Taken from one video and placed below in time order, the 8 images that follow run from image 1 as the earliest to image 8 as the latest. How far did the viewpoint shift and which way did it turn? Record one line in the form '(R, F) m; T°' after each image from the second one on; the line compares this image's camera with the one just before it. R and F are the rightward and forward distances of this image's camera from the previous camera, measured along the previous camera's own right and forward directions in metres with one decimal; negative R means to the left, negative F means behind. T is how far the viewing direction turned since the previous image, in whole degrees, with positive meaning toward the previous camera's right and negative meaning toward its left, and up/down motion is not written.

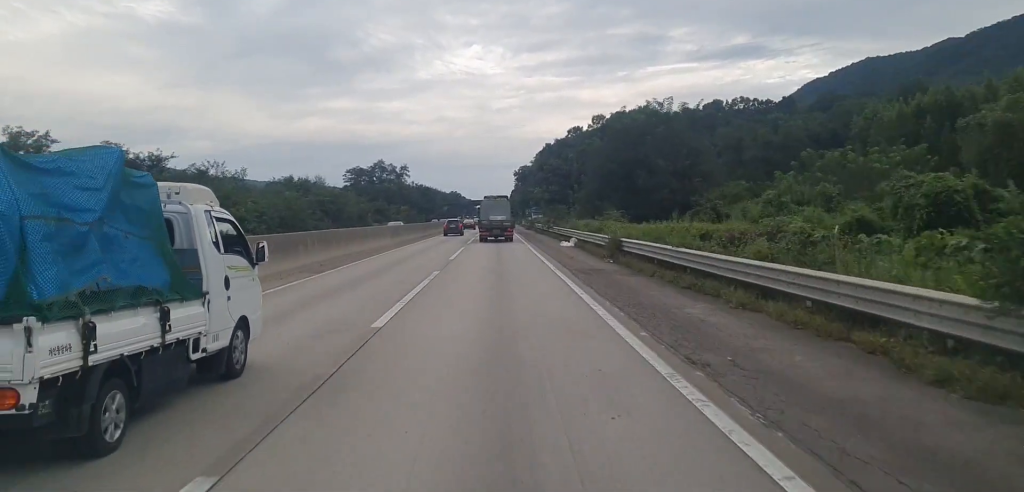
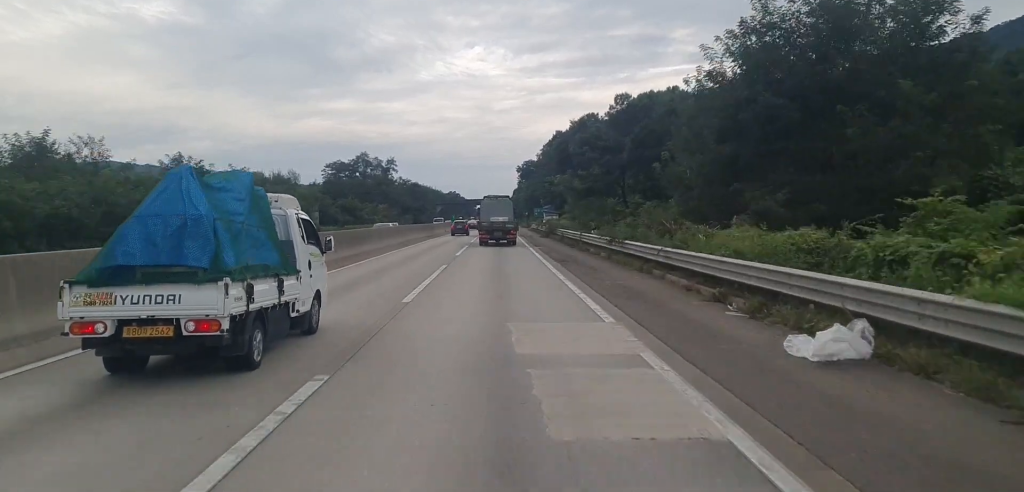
(+0.4, +35.3) m; +1°
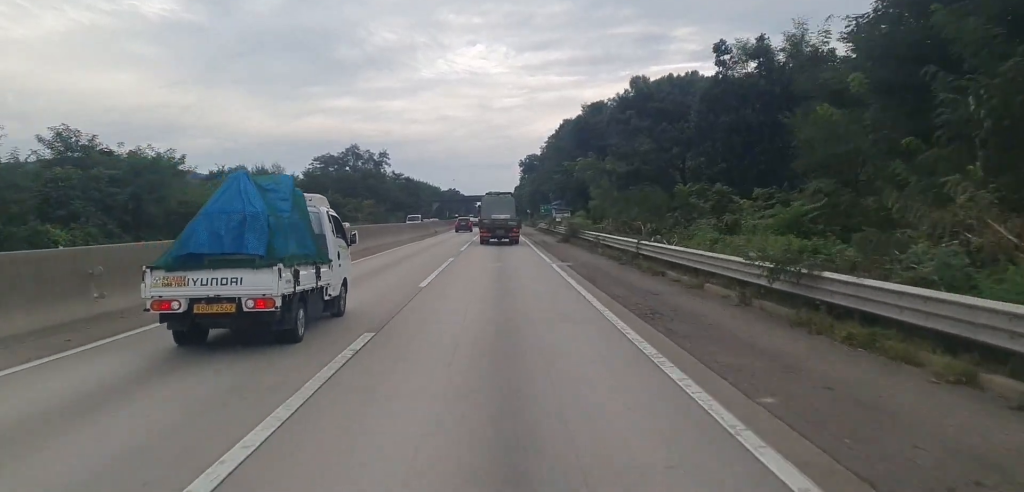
(0.0, +17.1) m; 0°
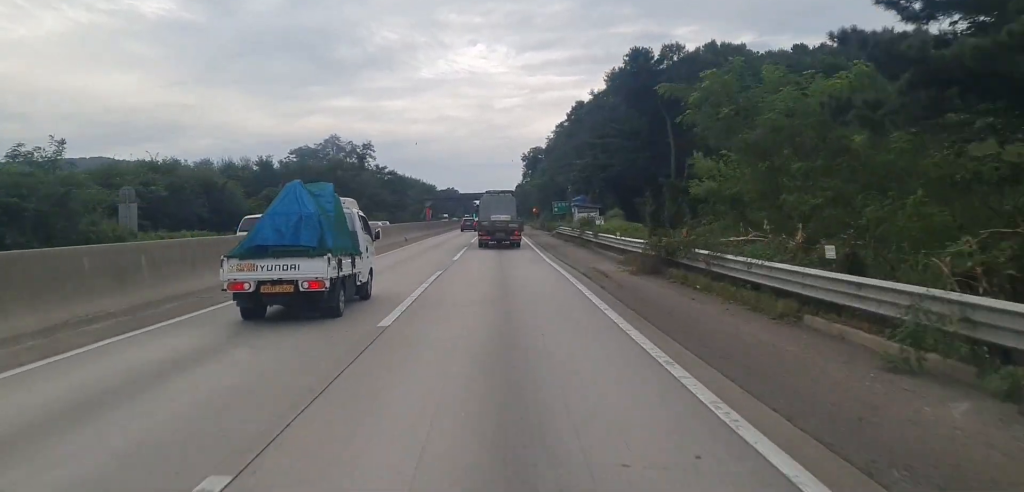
(-0.2, +25.7) m; 0°
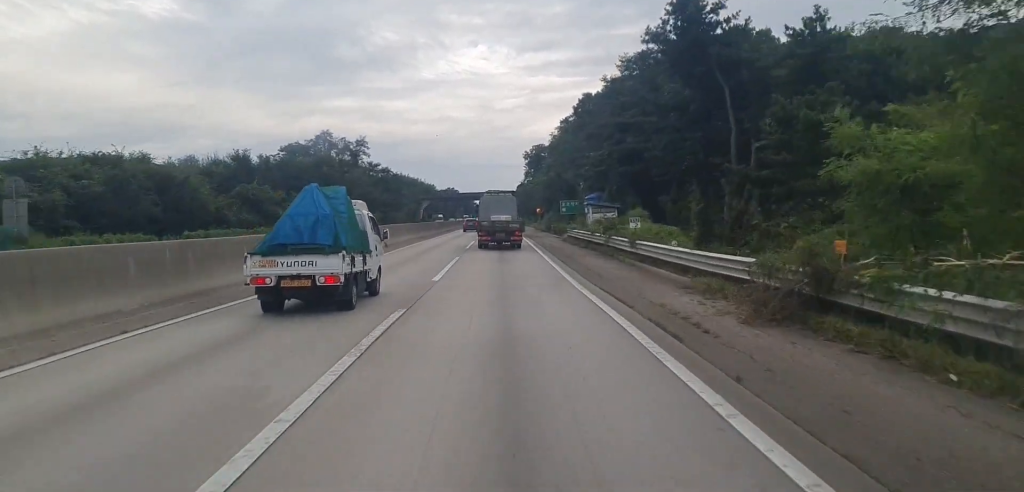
(0.0, +9.7) m; 0°
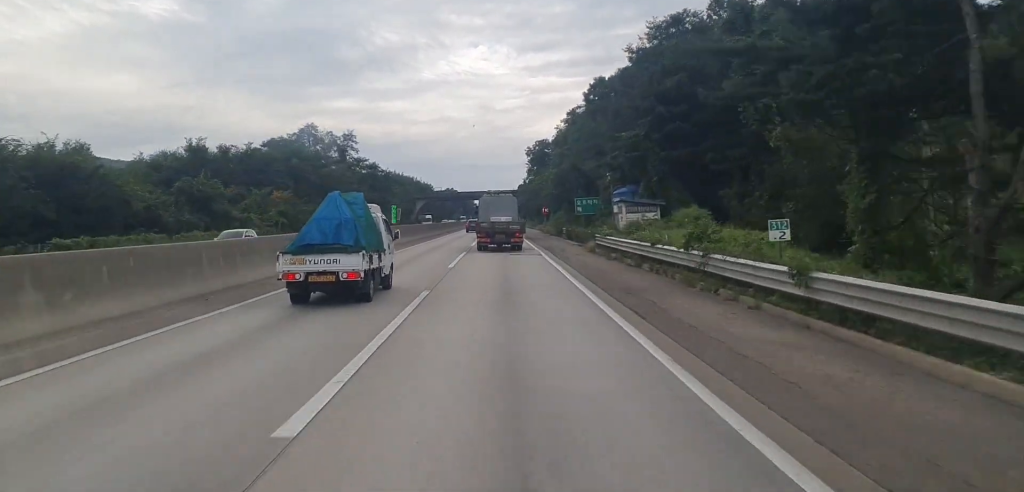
(+0.1, +14.2) m; 0°
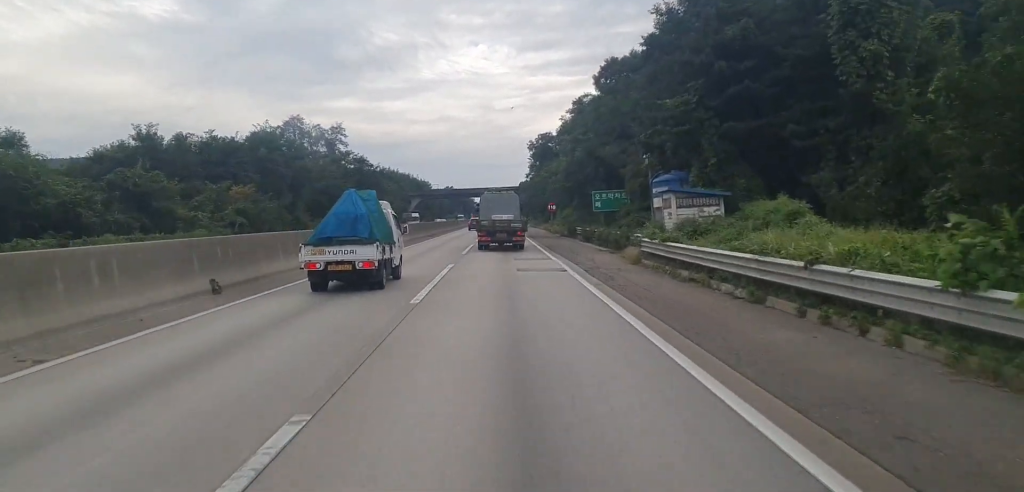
(0.0, +11.8) m; 0°
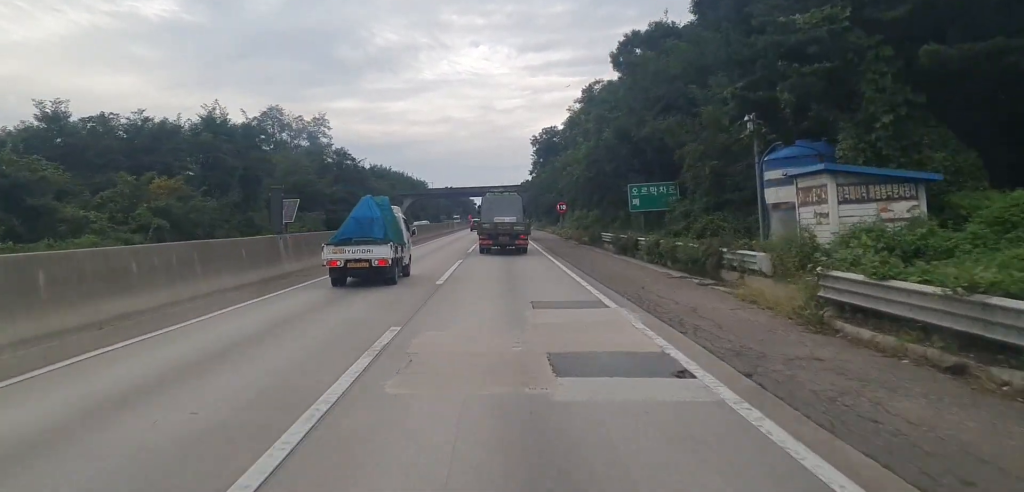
(0.0, +13.8) m; 0°
